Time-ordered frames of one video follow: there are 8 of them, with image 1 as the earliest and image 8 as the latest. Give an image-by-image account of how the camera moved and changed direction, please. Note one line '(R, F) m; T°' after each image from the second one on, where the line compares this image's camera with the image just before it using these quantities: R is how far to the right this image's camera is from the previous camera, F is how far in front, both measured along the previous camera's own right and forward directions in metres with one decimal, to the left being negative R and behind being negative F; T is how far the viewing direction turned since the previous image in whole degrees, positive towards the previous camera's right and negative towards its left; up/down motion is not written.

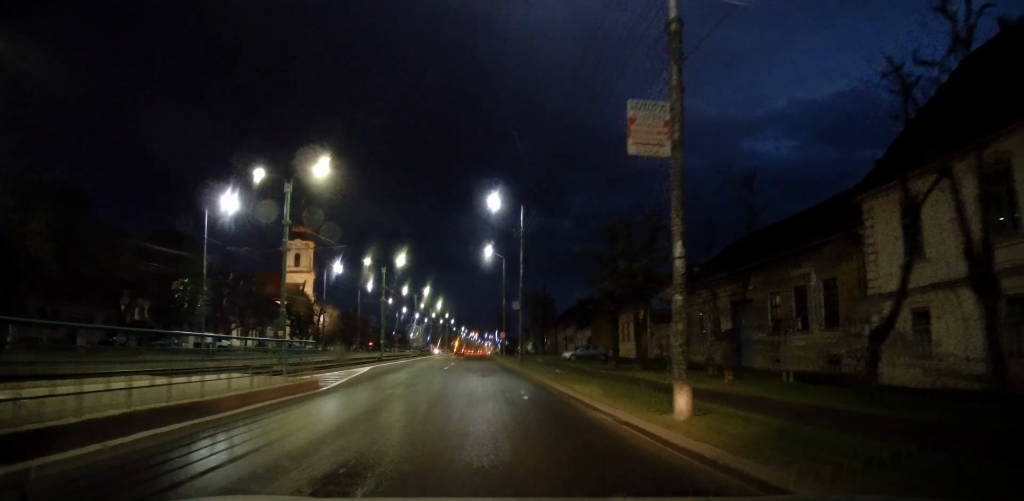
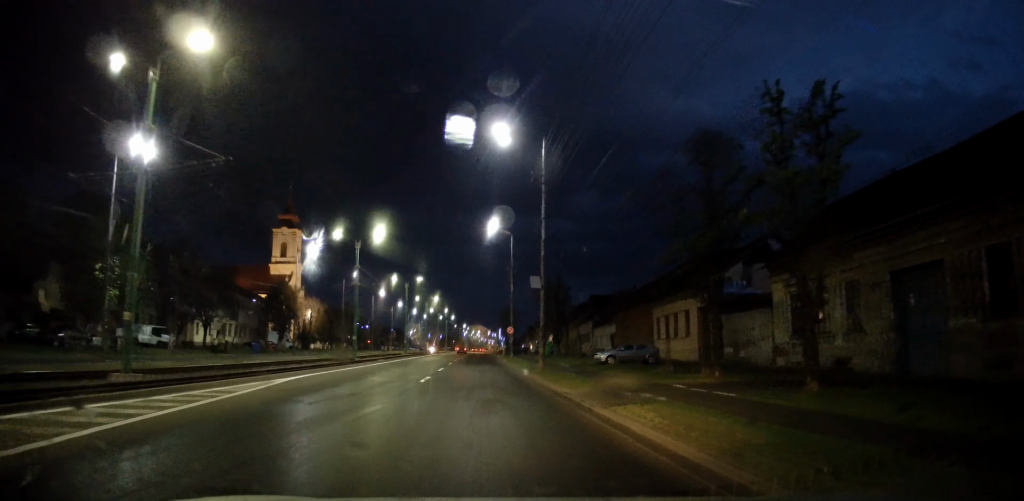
(0.0, +13.4) m; -2°
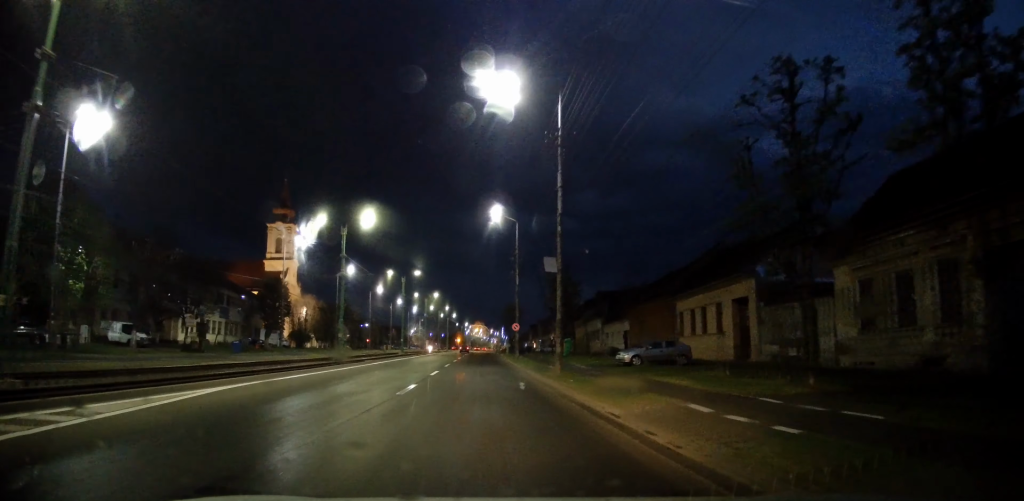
(-0.1, +5.1) m; 0°
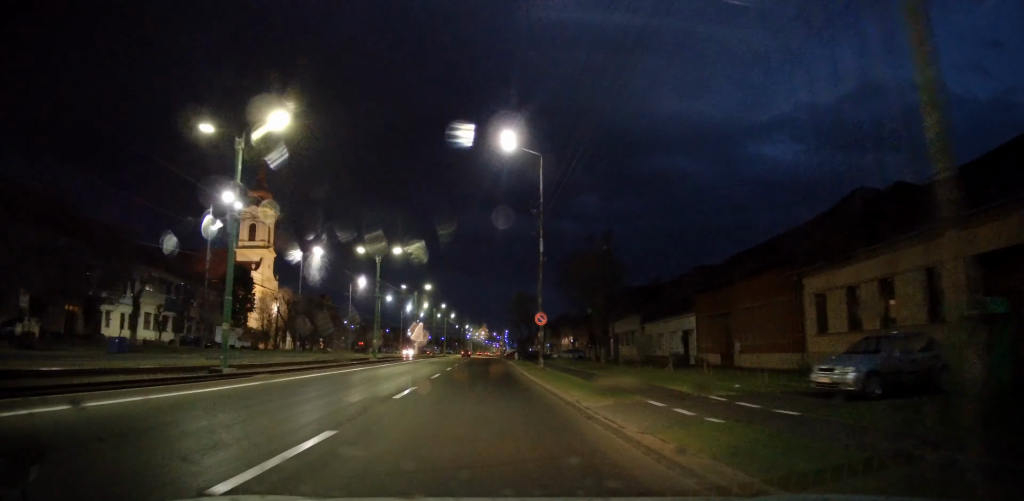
(+0.1, +17.7) m; 0°
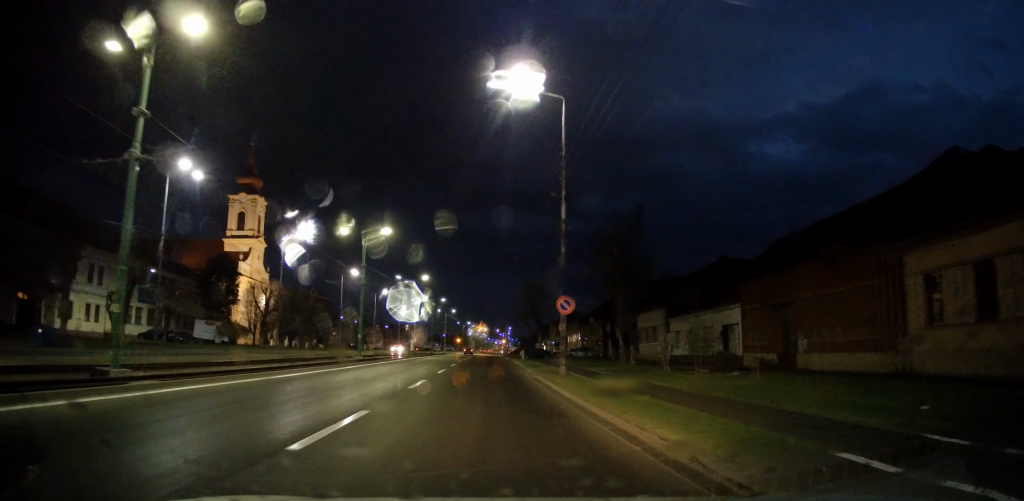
(-0.1, +6.9) m; -1°
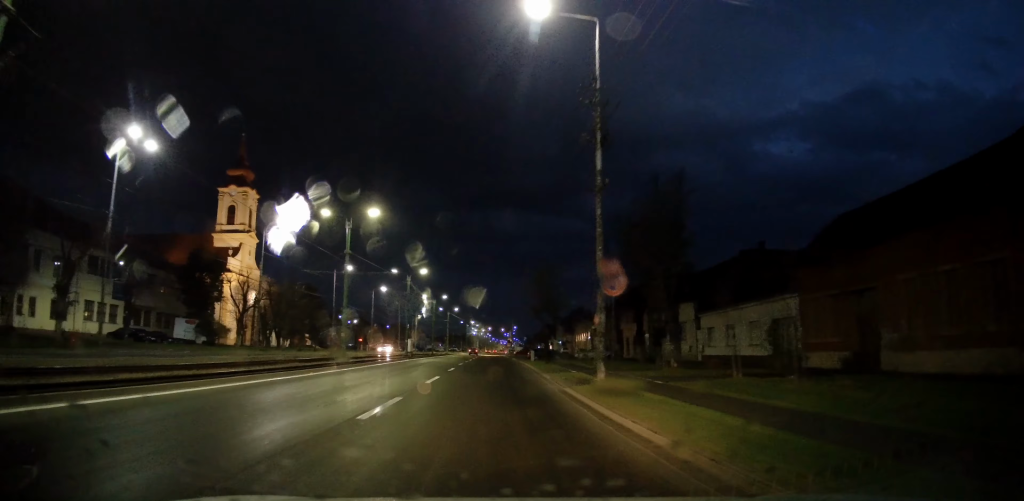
(-0.1, +6.2) m; -1°
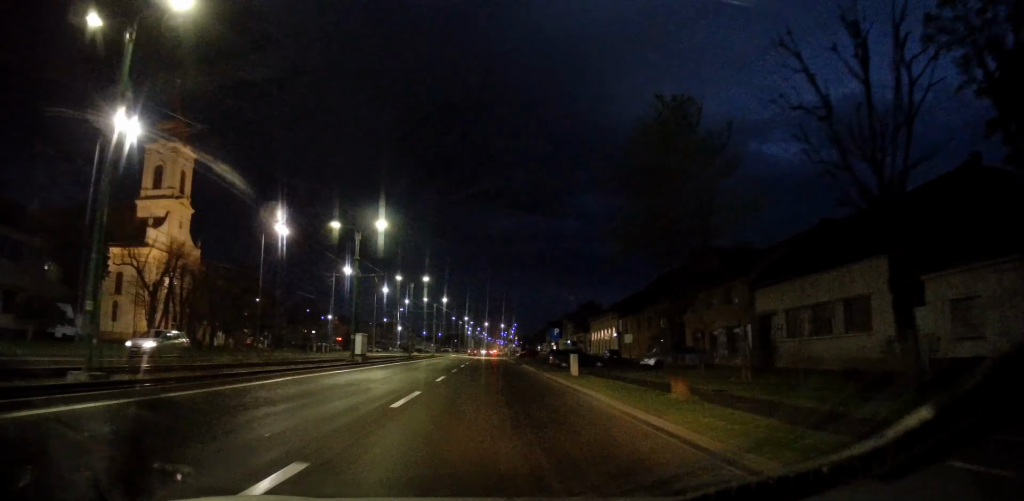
(+0.6, +25.2) m; +1°
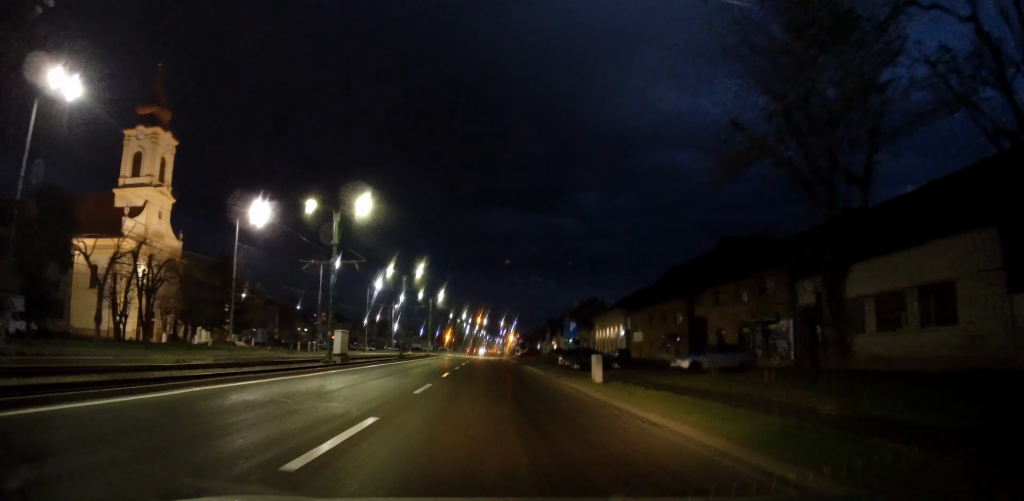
(0.0, +5.7) m; 0°
